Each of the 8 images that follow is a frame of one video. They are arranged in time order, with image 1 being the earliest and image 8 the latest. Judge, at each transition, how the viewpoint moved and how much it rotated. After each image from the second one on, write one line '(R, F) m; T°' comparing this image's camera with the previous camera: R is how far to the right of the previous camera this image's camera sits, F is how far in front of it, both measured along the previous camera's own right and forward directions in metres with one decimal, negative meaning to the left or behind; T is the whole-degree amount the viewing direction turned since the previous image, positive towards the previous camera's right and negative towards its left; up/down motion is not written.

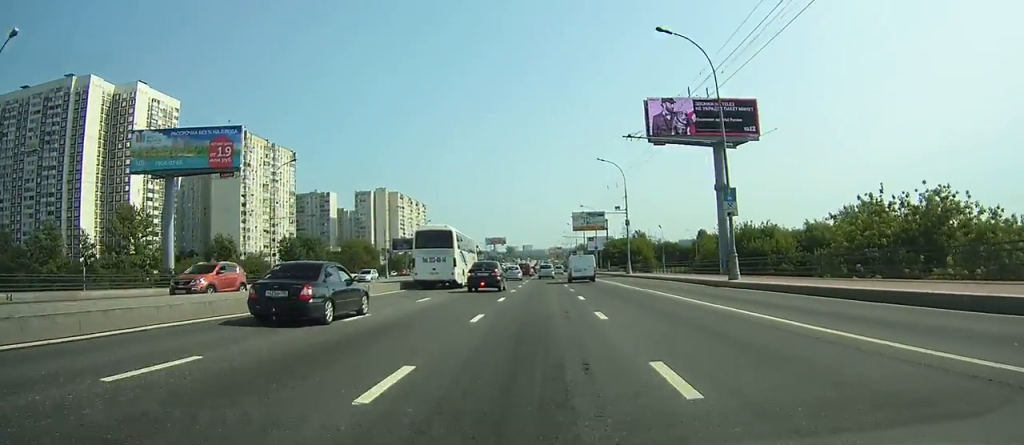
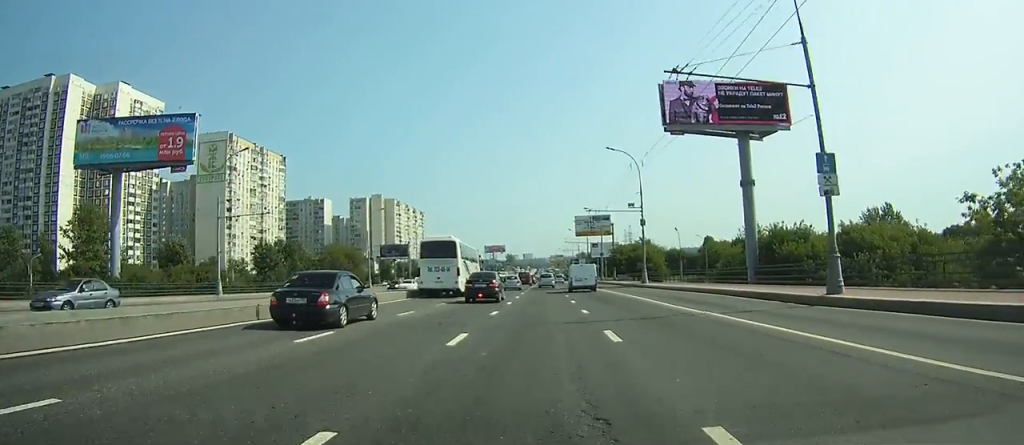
(0.0, +10.6) m; 0°
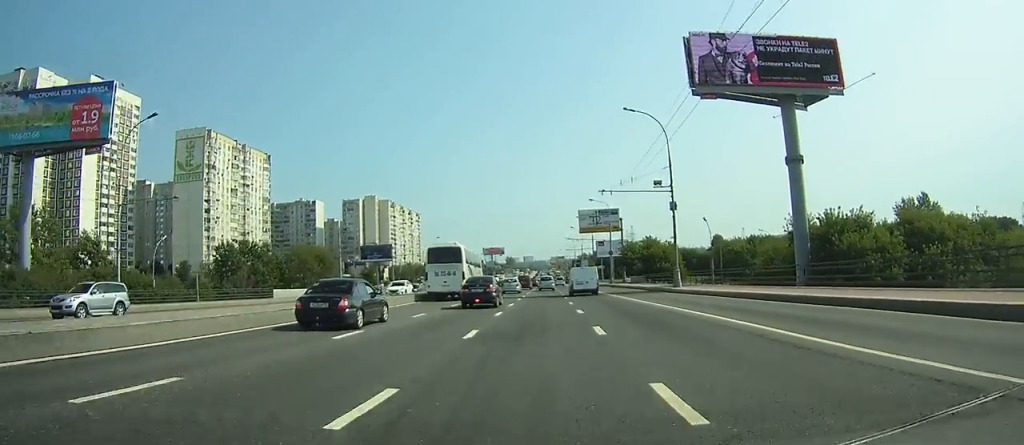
(-0.1, +13.6) m; 0°
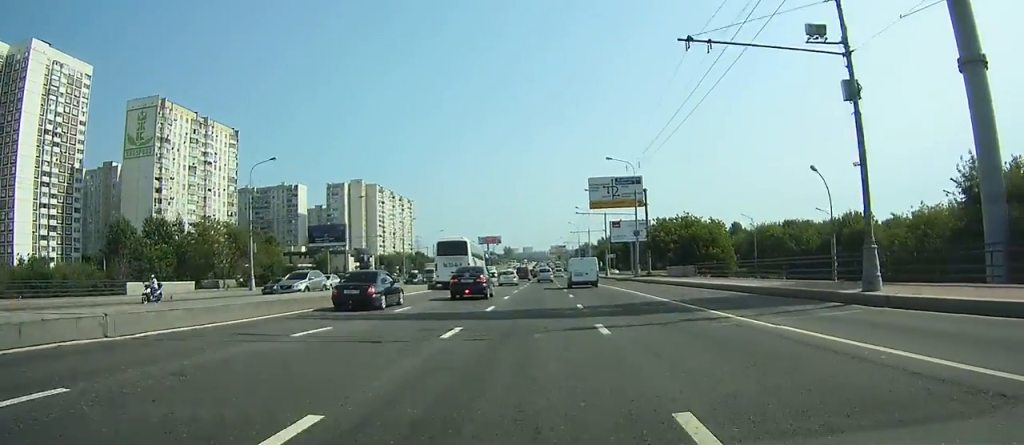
(-0.1, +25.9) m; -1°
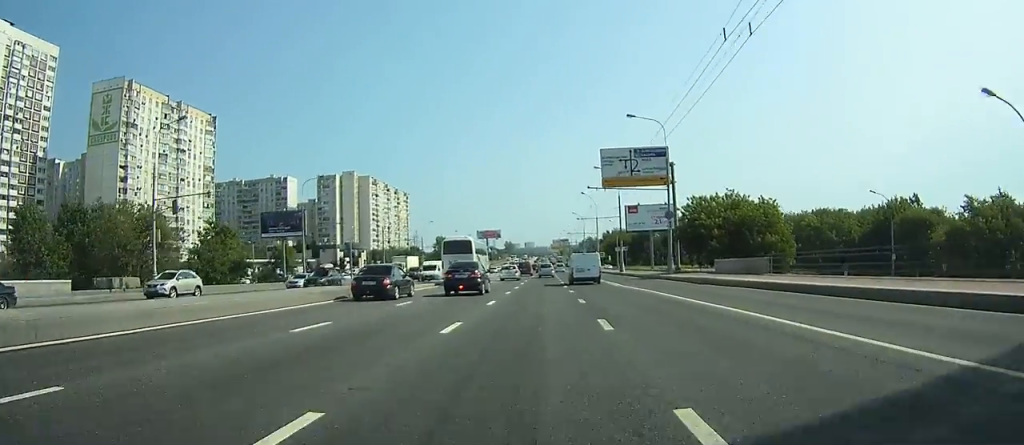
(-0.1, +16.0) m; 0°
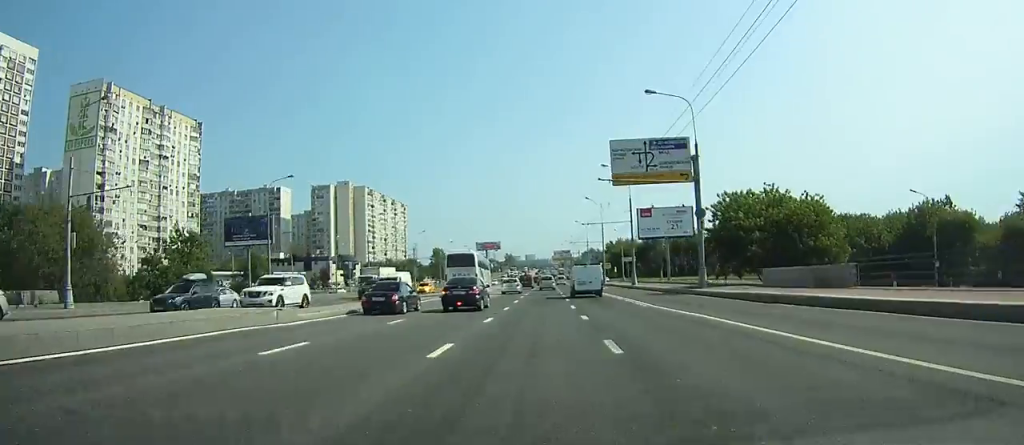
(0.0, +9.2) m; 0°
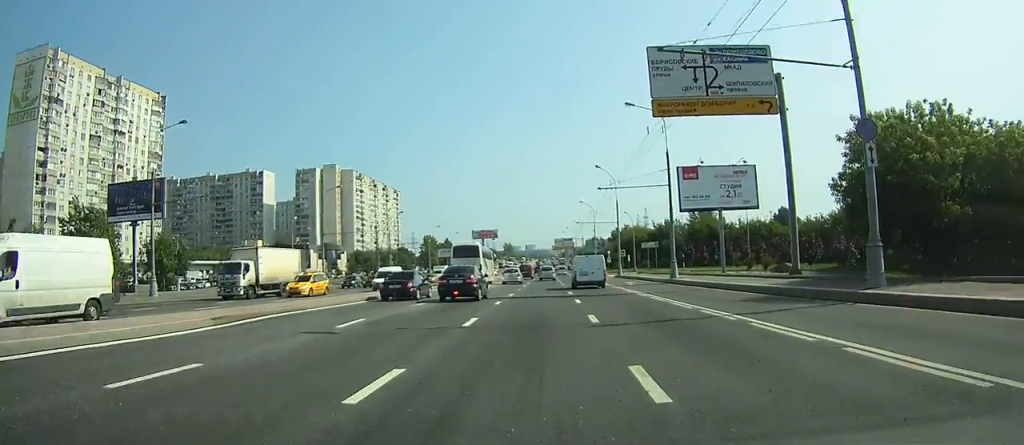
(+0.1, +19.8) m; 0°
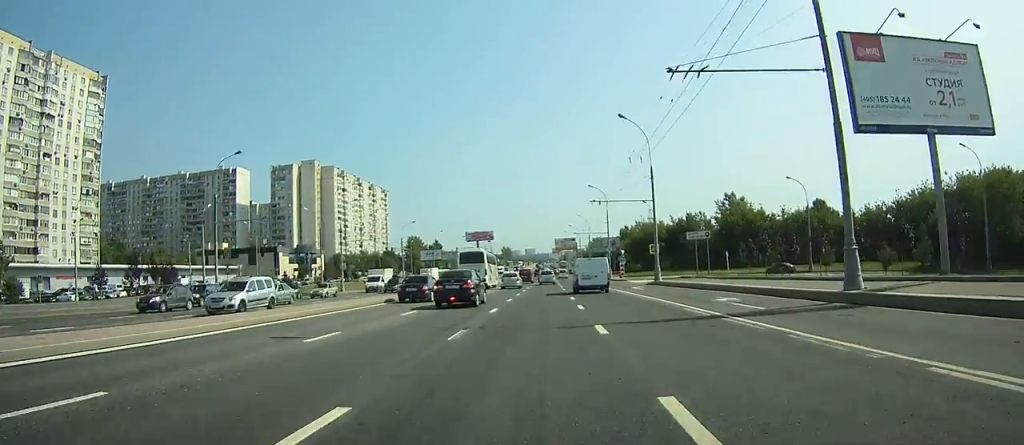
(0.0, +25.7) m; 0°
